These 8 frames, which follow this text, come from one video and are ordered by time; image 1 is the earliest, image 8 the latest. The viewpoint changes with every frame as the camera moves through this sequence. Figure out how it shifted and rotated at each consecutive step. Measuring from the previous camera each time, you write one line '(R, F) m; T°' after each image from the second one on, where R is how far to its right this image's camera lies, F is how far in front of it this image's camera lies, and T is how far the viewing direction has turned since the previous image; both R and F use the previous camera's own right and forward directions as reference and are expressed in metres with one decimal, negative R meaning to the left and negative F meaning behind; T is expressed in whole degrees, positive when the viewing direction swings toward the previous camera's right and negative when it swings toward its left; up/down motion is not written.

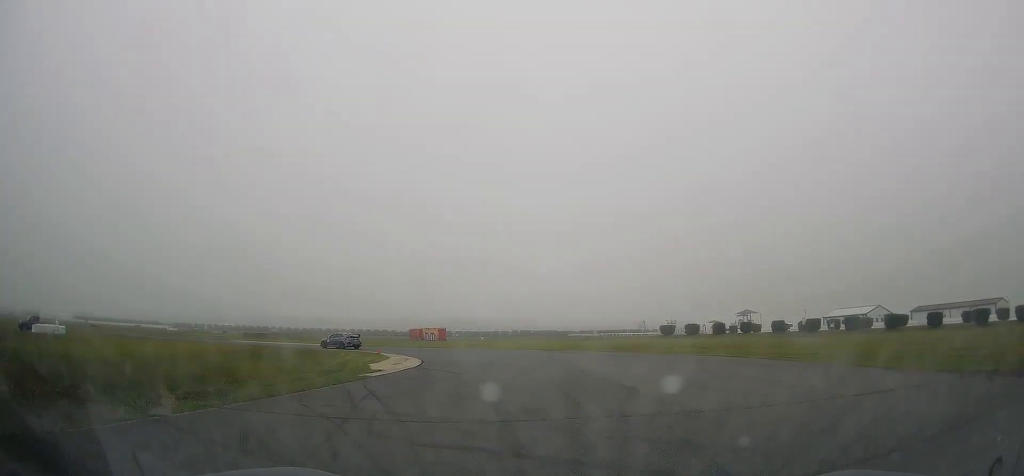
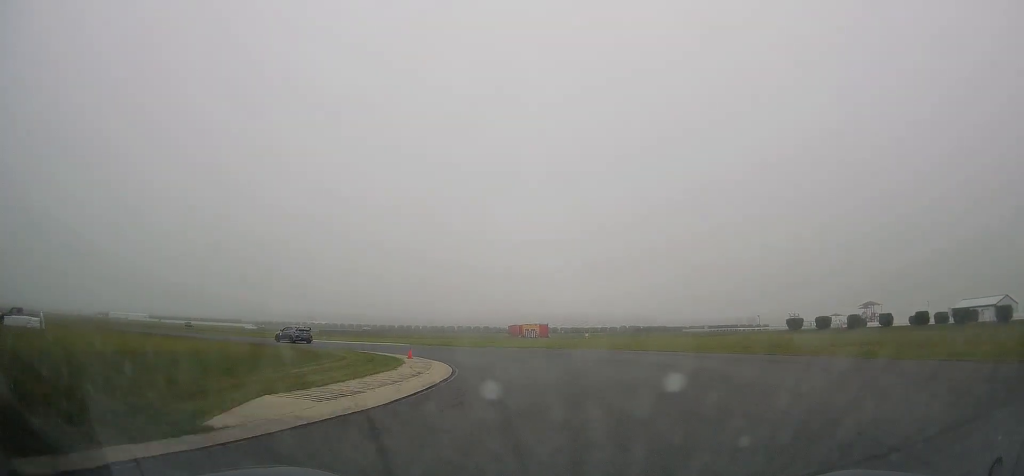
(-1.5, +15.0) m; -13°
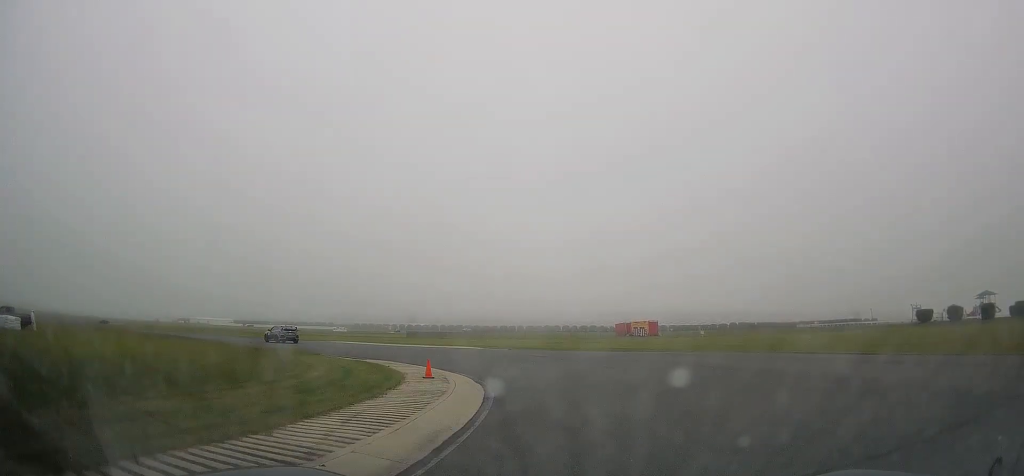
(-0.8, +11.8) m; -10°
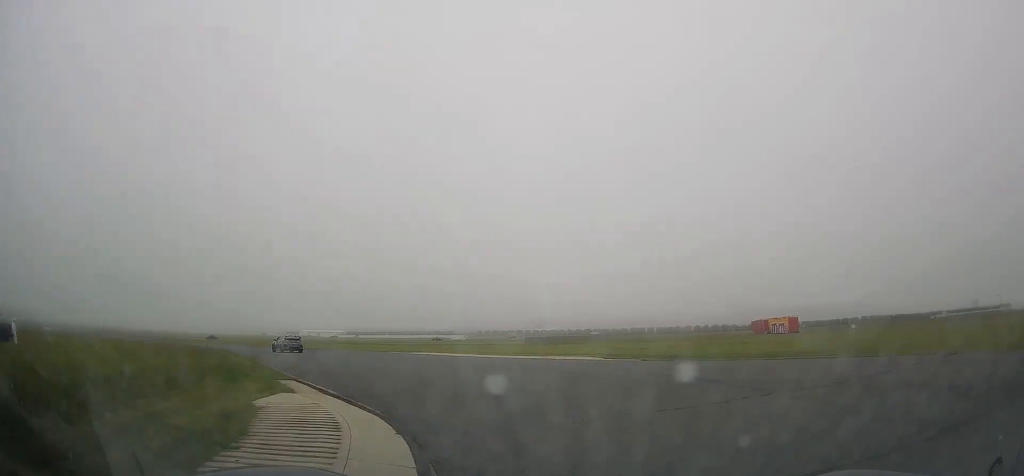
(-1.4, +12.8) m; -12°
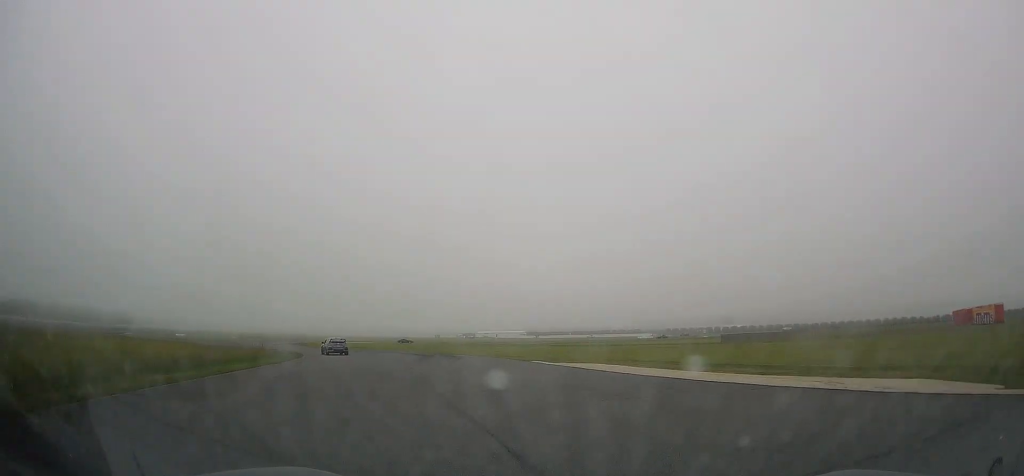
(-2.5, +17.7) m; -18°
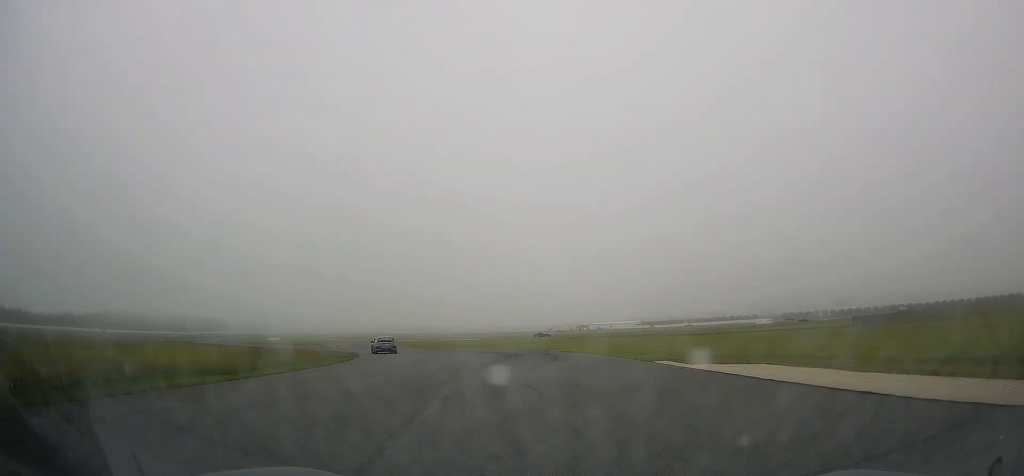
(-1.3, +11.0) m; -10°
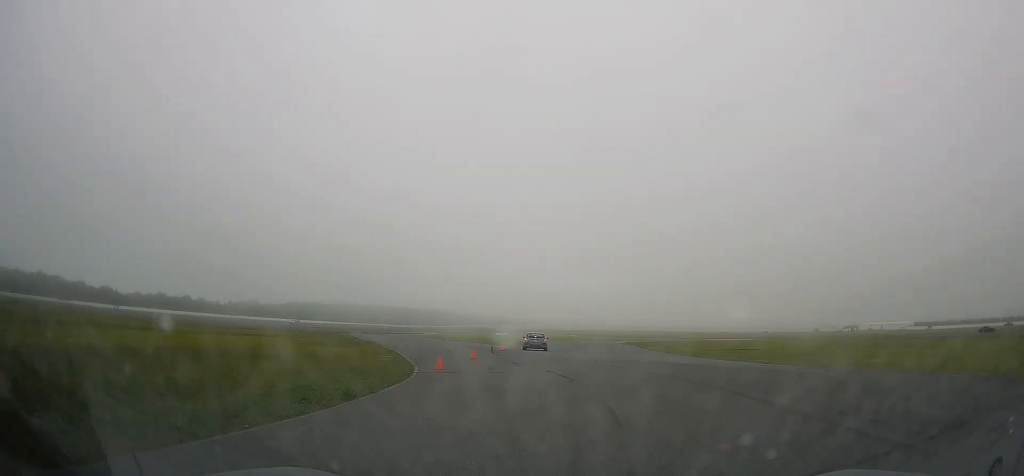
(-11.2, +42.0) m; -22°
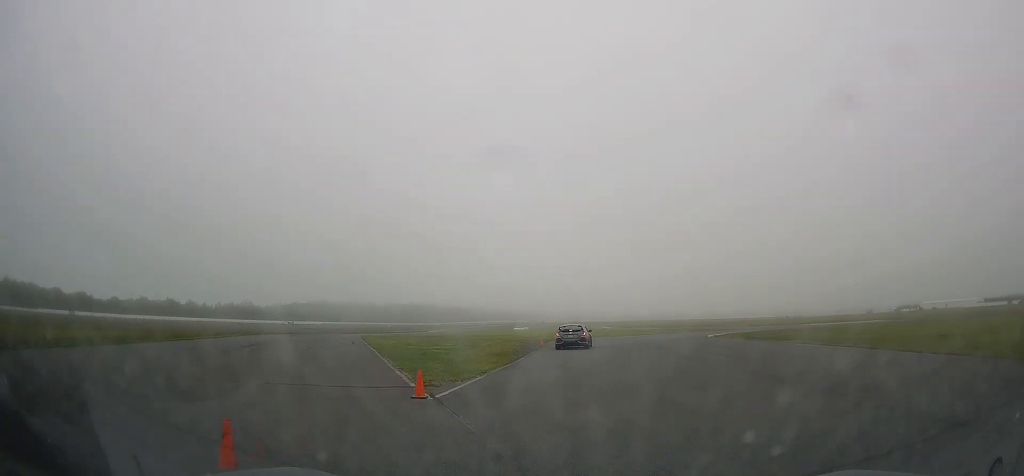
(-2.1, +45.1) m; -3°
